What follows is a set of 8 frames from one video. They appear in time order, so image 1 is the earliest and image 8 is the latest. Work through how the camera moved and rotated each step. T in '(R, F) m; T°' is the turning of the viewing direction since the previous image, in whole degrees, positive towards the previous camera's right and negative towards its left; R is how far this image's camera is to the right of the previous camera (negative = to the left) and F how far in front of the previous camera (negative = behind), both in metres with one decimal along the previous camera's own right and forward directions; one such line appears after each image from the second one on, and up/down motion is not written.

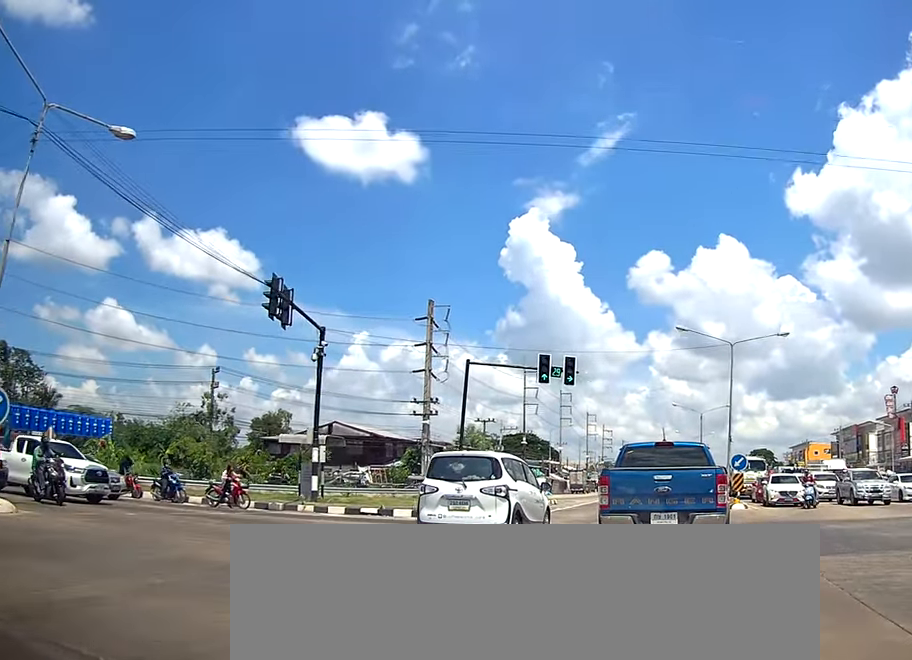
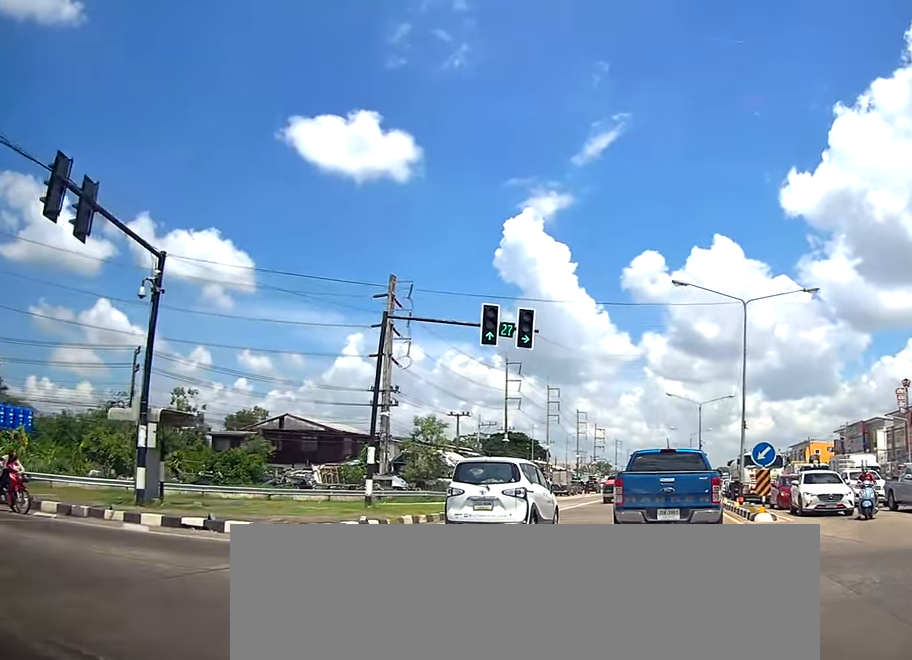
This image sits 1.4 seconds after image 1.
(+0.1, +6.9) m; +3°
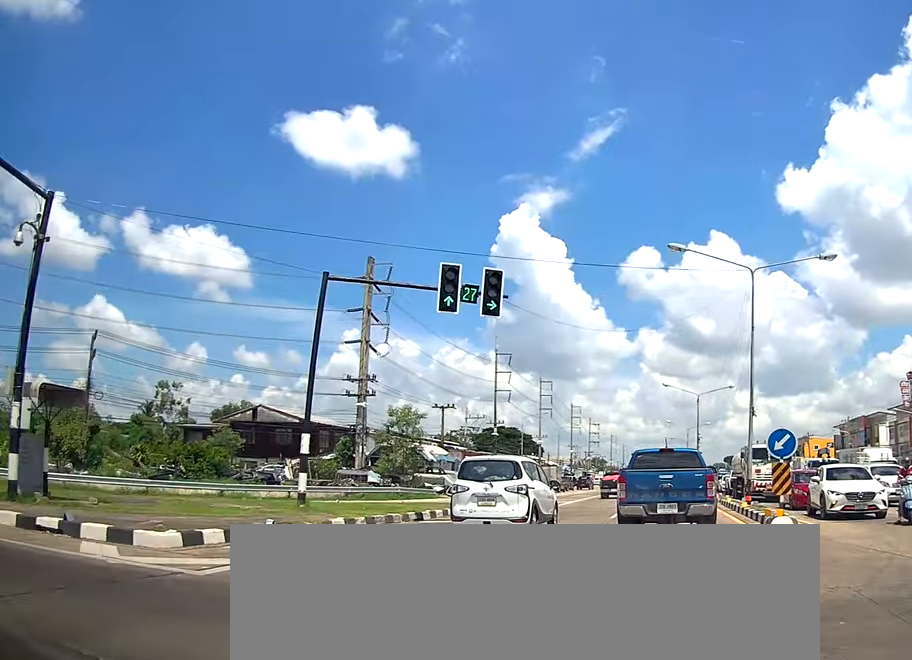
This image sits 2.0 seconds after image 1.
(0.0, +3.3) m; +1°
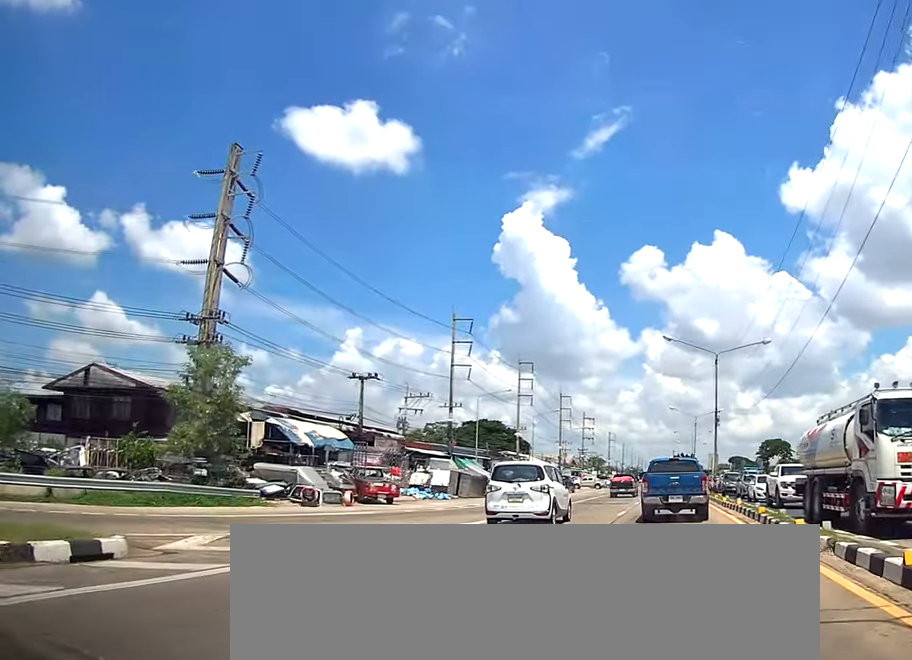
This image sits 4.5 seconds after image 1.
(+0.5, +18.8) m; +2°
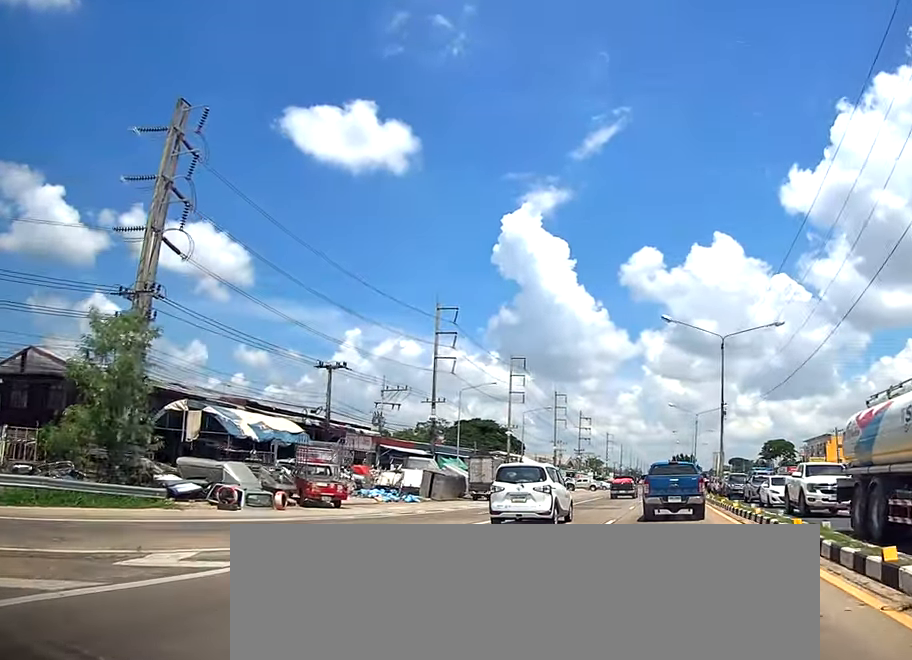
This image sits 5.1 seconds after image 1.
(0.0, +5.1) m; 0°
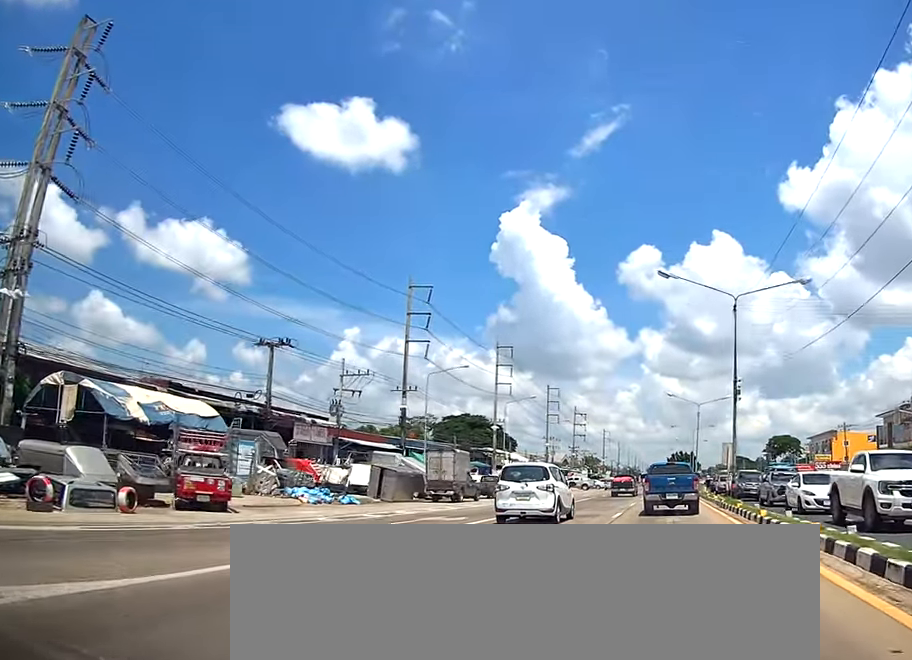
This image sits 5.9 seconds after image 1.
(+0.1, +7.3) m; 0°
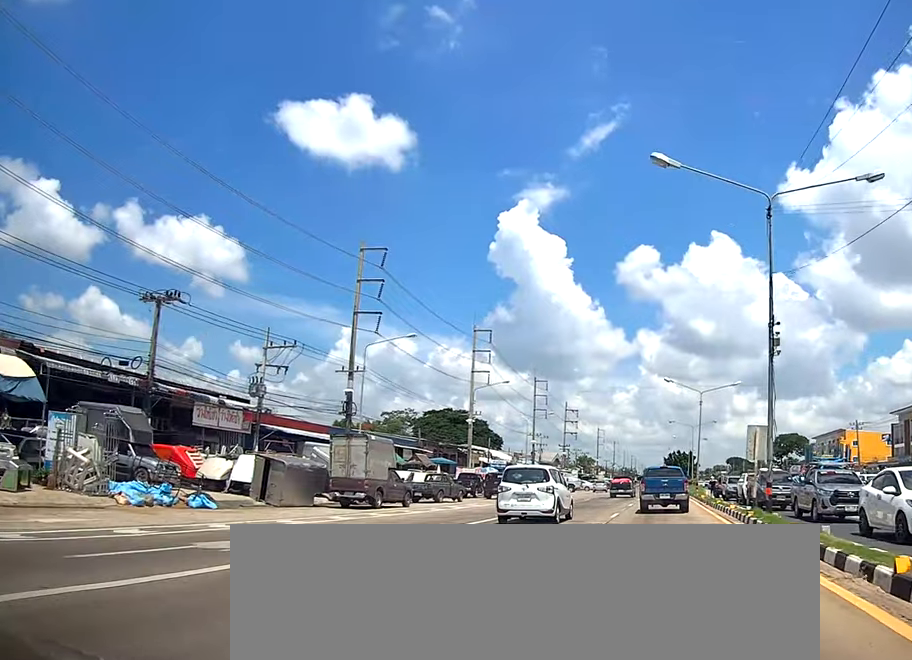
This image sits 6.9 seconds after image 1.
(-0.1, +10.4) m; -1°
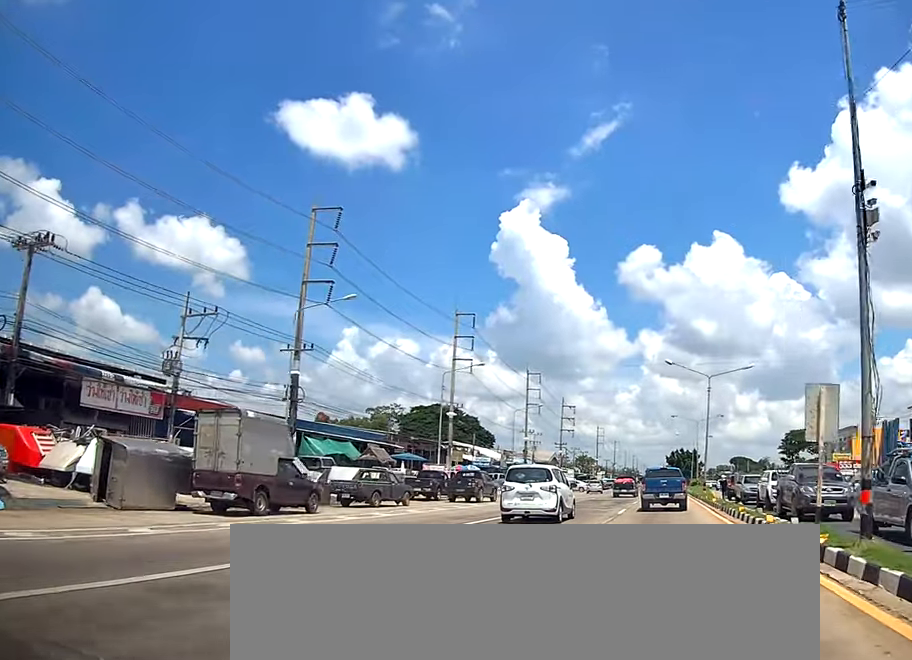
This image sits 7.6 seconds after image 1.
(0.0, +8.4) m; -1°
